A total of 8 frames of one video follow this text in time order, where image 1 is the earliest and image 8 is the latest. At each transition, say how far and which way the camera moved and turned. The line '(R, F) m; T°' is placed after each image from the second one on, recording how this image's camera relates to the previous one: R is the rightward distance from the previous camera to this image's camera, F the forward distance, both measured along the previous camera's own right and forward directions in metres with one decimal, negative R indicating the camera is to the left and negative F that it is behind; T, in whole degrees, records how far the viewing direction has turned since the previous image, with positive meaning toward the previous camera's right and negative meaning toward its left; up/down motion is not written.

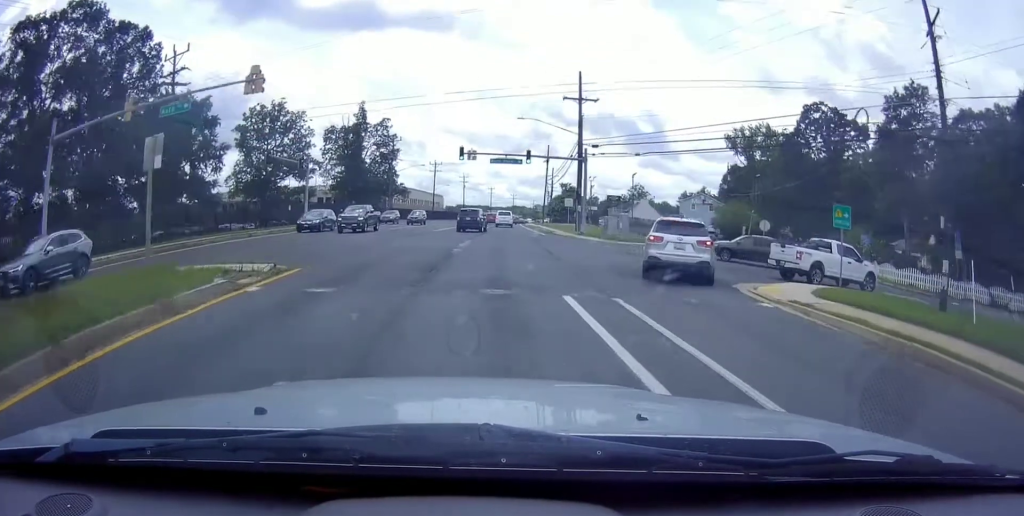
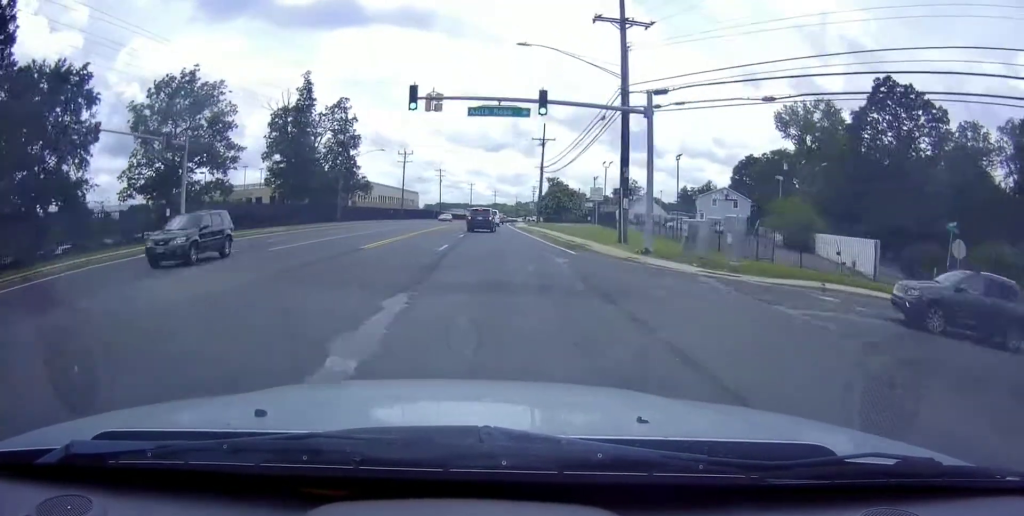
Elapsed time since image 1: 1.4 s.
(-0.4, +21.2) m; +1°
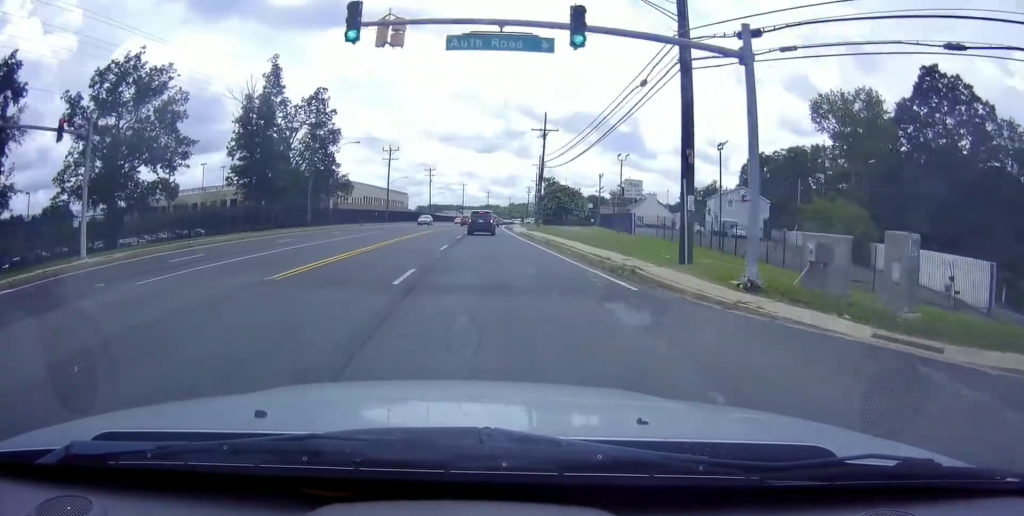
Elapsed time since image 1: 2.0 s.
(+0.5, +9.5) m; +1°
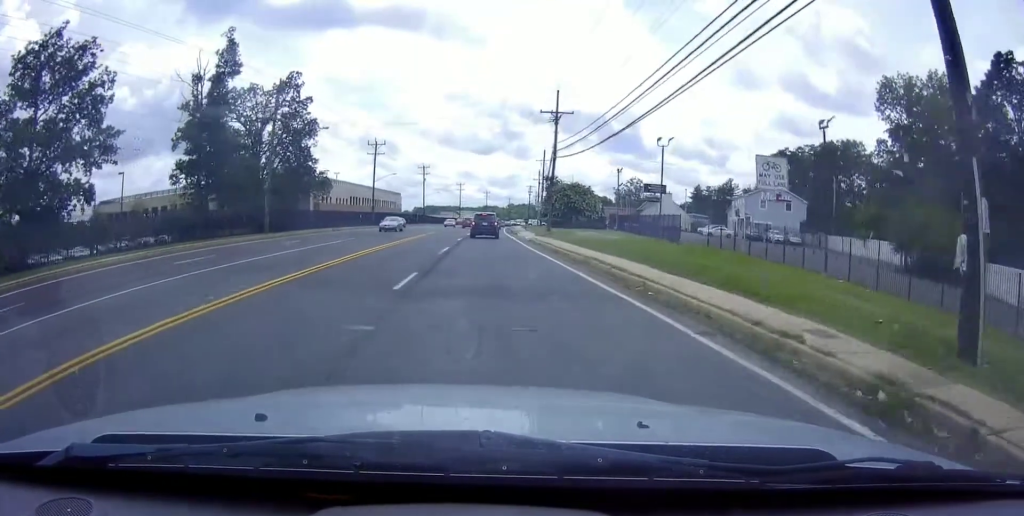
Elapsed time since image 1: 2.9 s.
(-0.2, +12.2) m; +1°
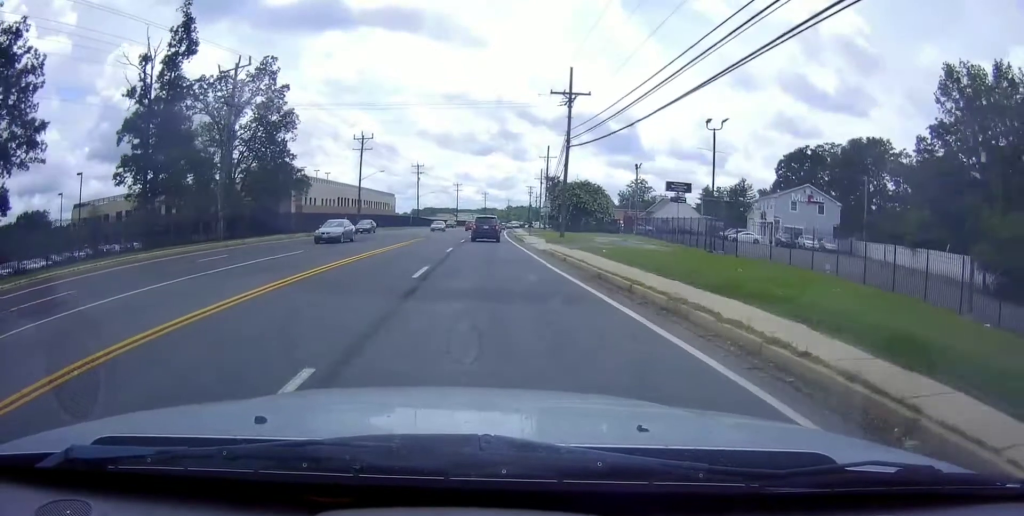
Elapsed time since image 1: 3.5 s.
(+0.1, +9.0) m; +1°
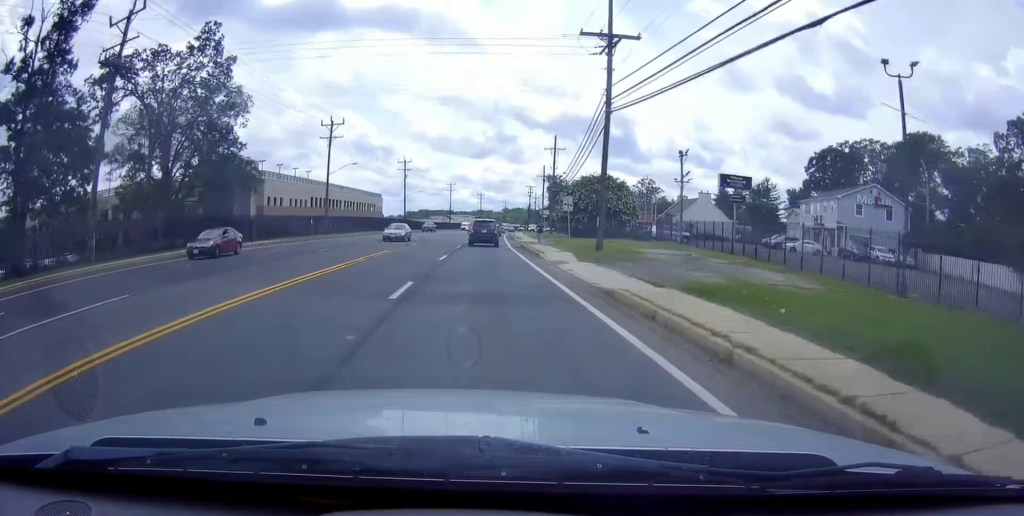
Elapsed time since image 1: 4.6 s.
(+0.2, +15.5) m; 0°
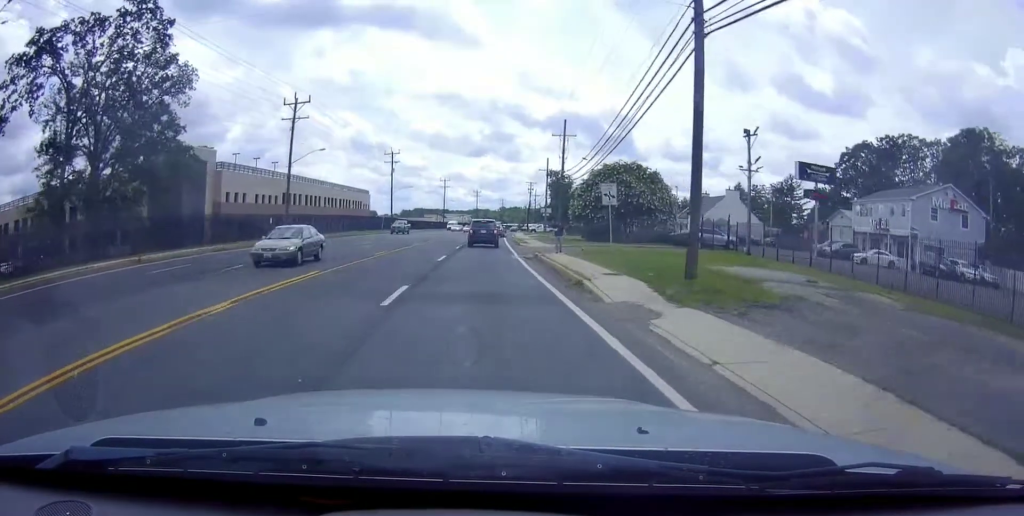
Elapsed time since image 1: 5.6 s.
(-0.2, +12.9) m; 0°
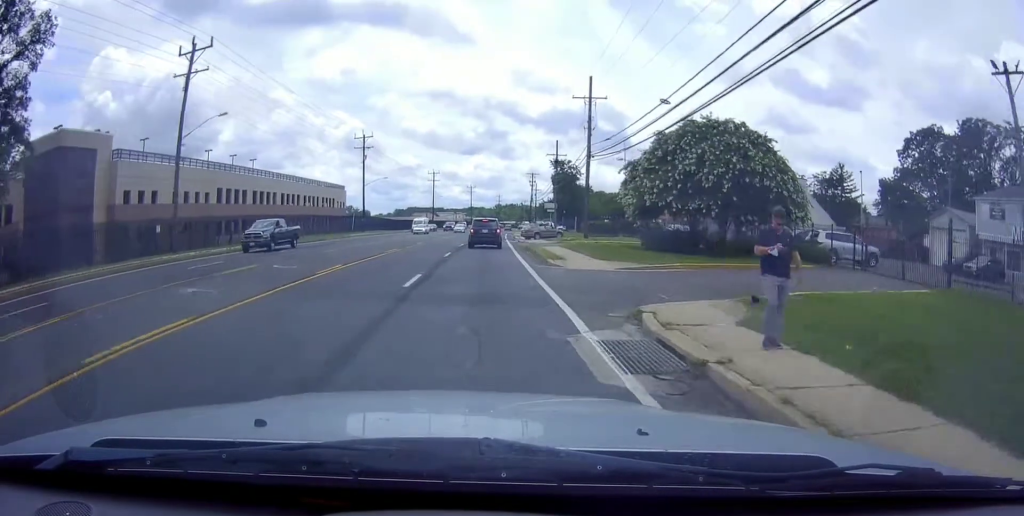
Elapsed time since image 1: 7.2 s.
(+0.4, +20.9) m; -1°
